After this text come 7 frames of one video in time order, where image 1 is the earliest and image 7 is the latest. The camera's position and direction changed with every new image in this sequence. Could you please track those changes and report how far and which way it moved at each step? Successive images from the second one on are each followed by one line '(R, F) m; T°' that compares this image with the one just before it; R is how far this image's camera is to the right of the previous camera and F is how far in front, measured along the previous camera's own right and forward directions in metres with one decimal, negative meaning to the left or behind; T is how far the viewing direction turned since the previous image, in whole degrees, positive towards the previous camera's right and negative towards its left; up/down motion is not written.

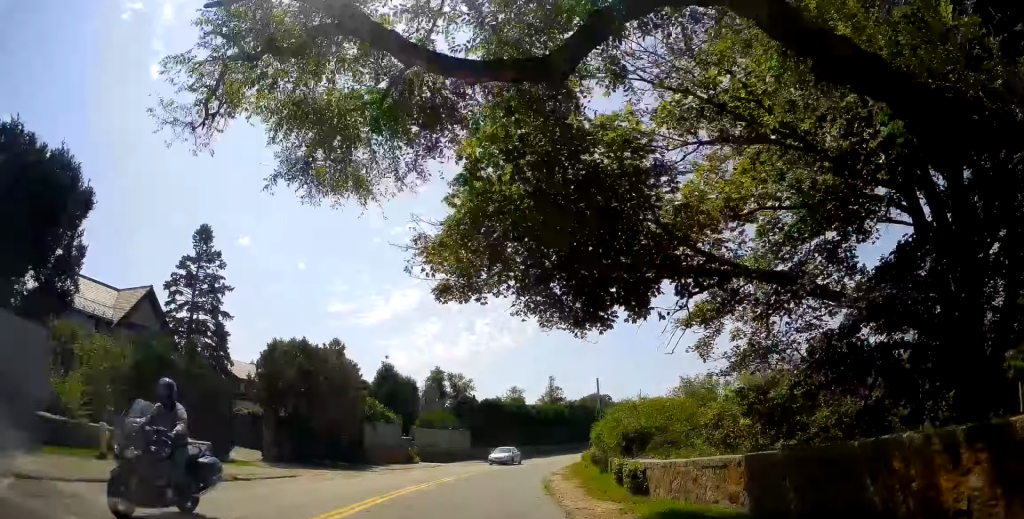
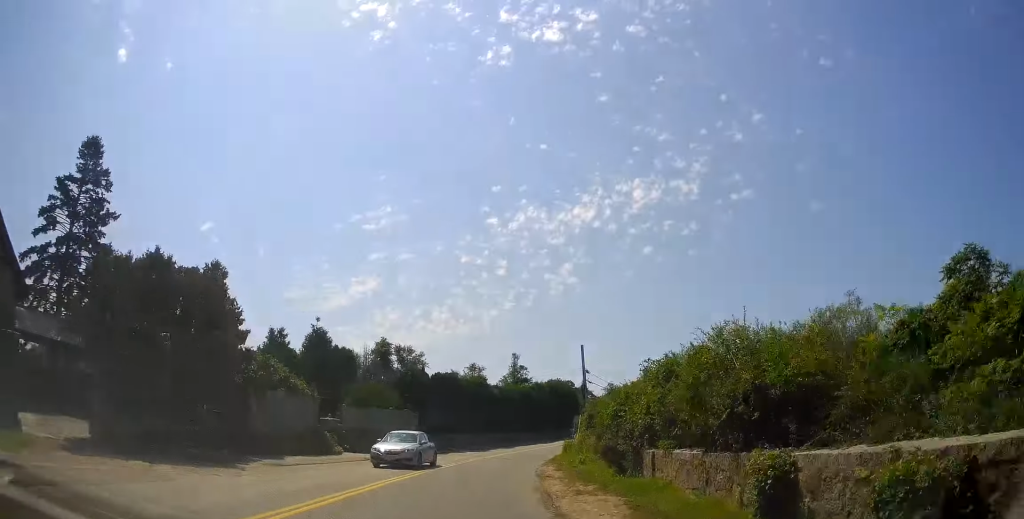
(+0.5, +12.3) m; +2°
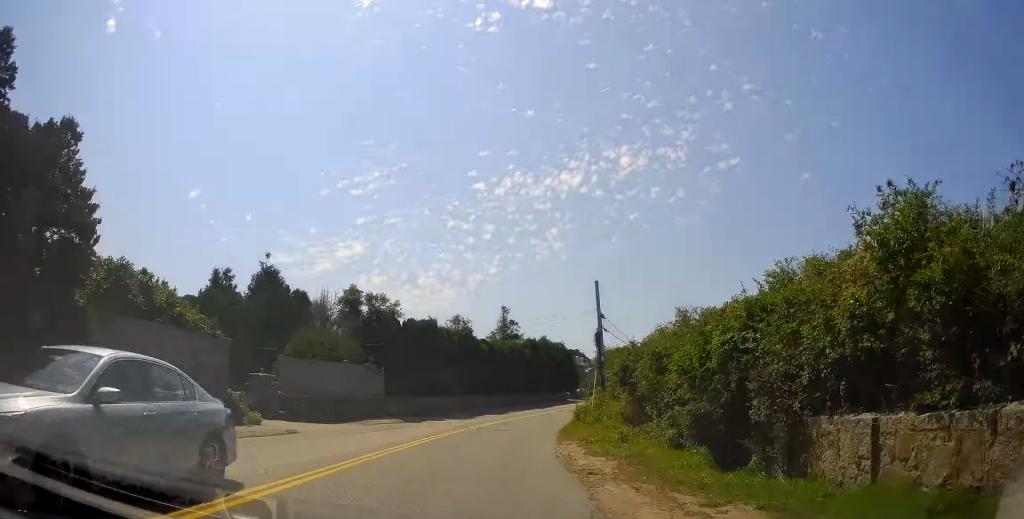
(+0.2, +9.8) m; +1°
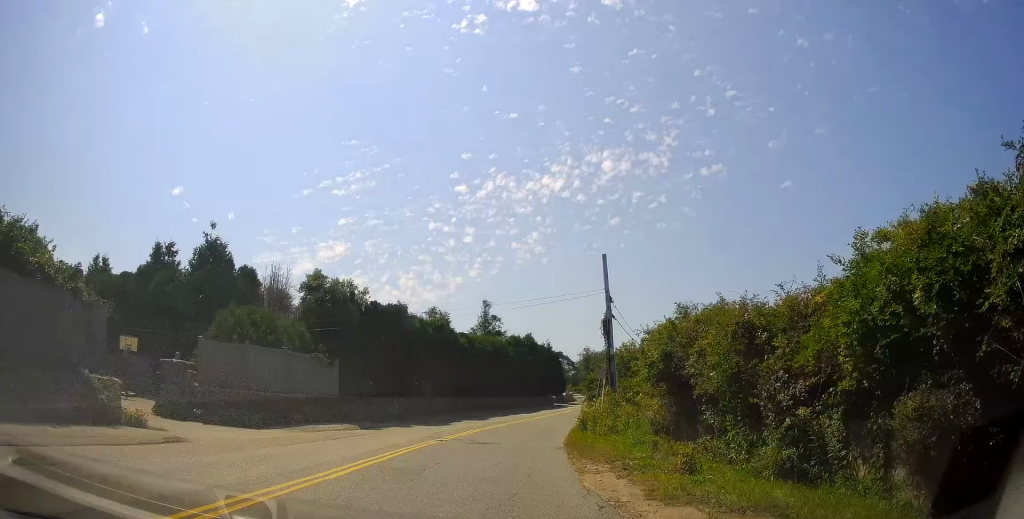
(-0.4, +6.7) m; +1°
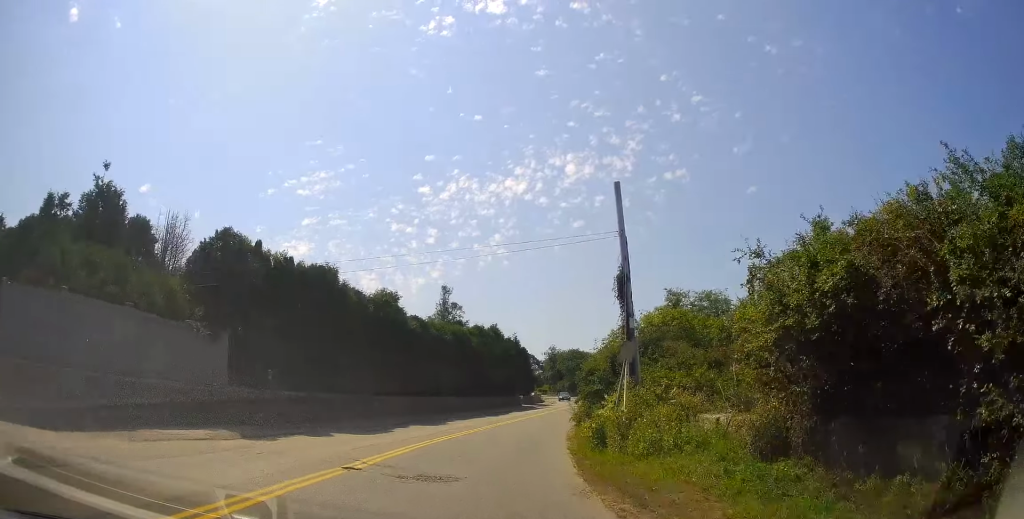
(+0.3, +8.8) m; +4°
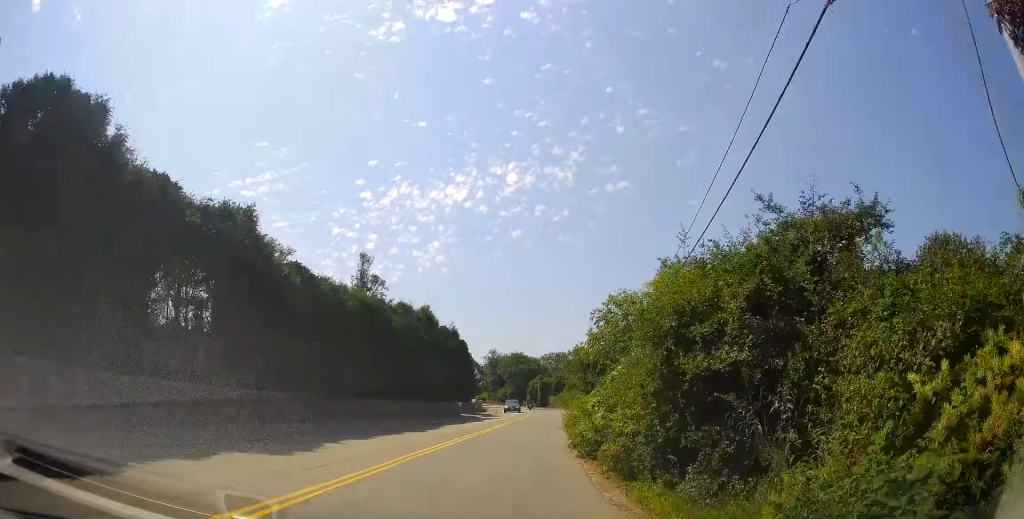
(+1.0, +14.3) m; +6°
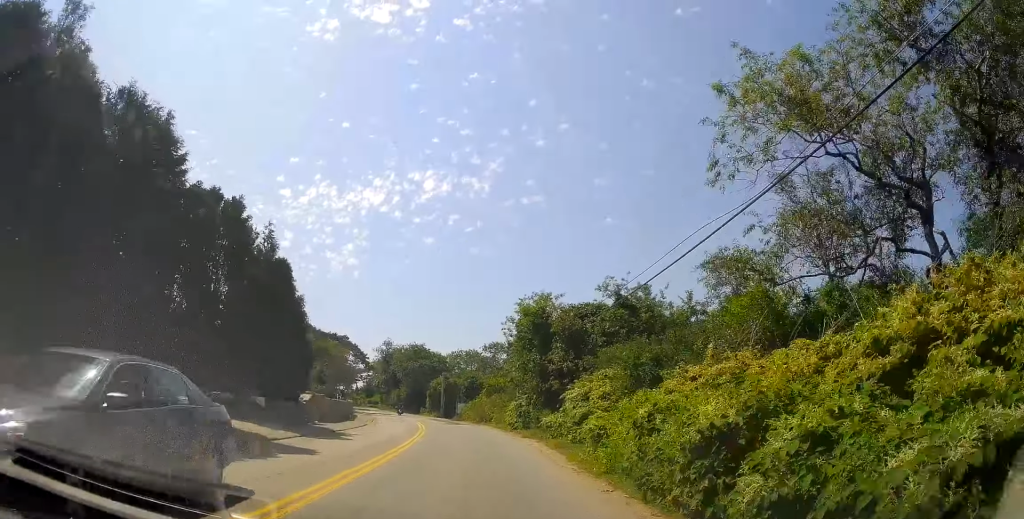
(+3.2, +29.7) m; +12°
